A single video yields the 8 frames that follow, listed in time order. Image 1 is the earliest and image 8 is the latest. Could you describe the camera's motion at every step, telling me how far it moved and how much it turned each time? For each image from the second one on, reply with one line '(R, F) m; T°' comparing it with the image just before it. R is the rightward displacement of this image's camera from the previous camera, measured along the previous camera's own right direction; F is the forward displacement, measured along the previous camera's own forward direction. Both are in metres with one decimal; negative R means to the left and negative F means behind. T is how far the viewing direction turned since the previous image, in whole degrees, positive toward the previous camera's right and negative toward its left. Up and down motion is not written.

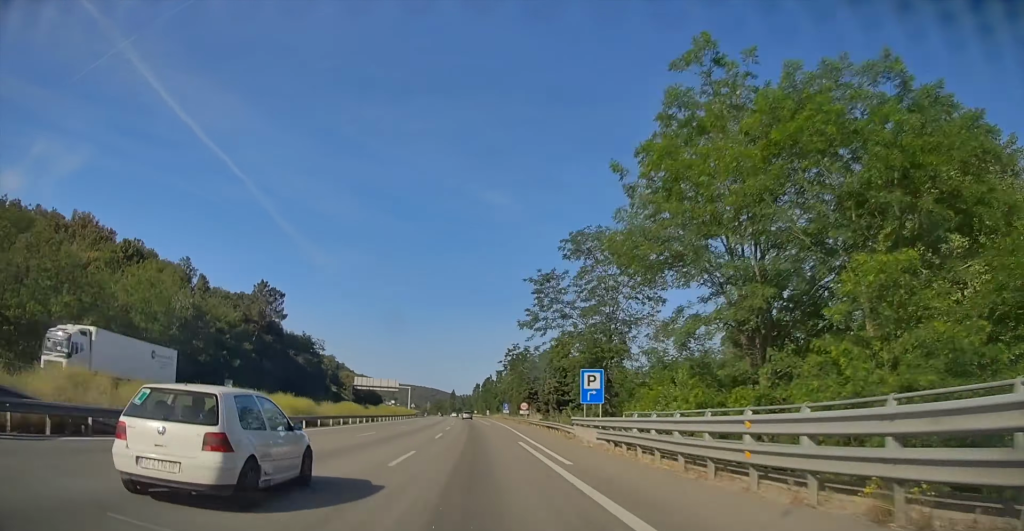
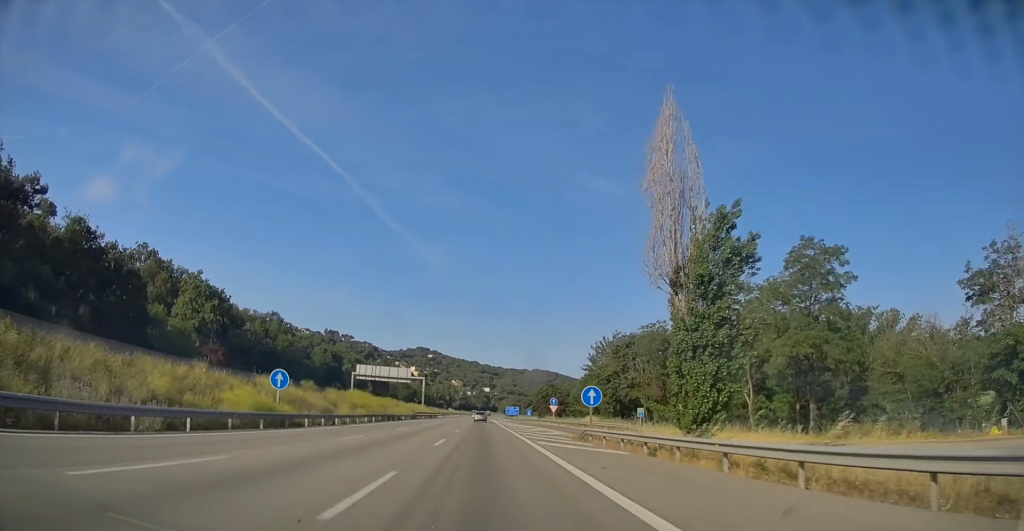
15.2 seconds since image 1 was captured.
(-41.7, +520.6) m; -6°
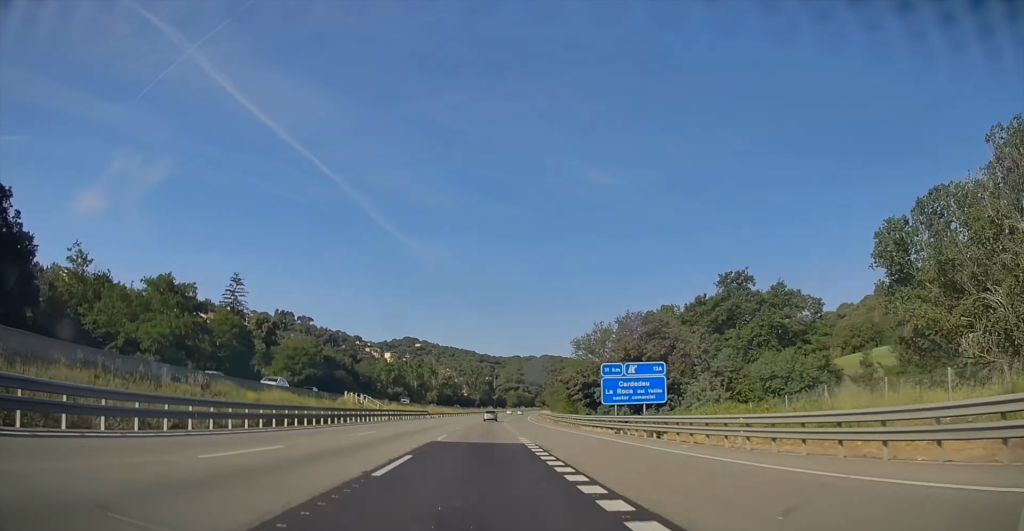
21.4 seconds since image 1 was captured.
(+1.4, +211.4) m; +4°
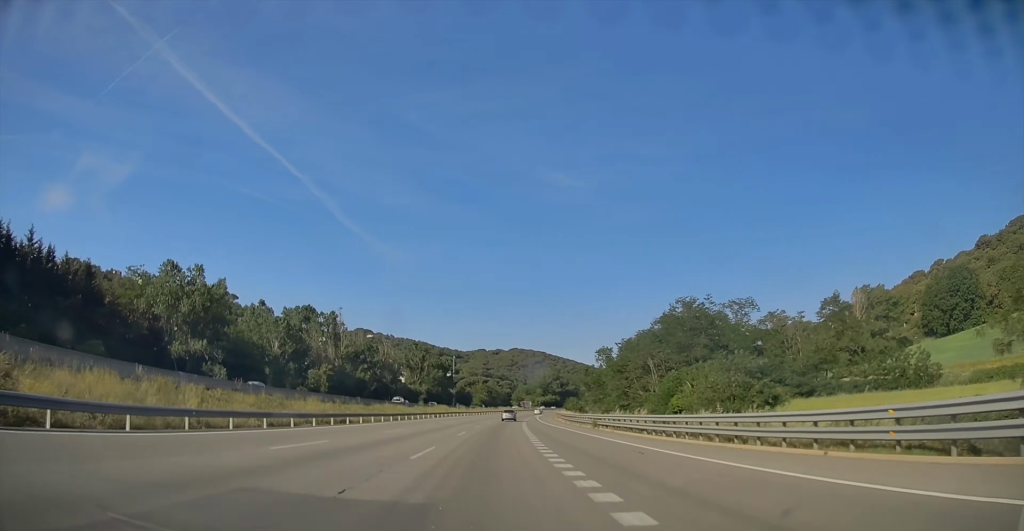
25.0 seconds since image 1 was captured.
(-4.2, +124.0) m; +4°
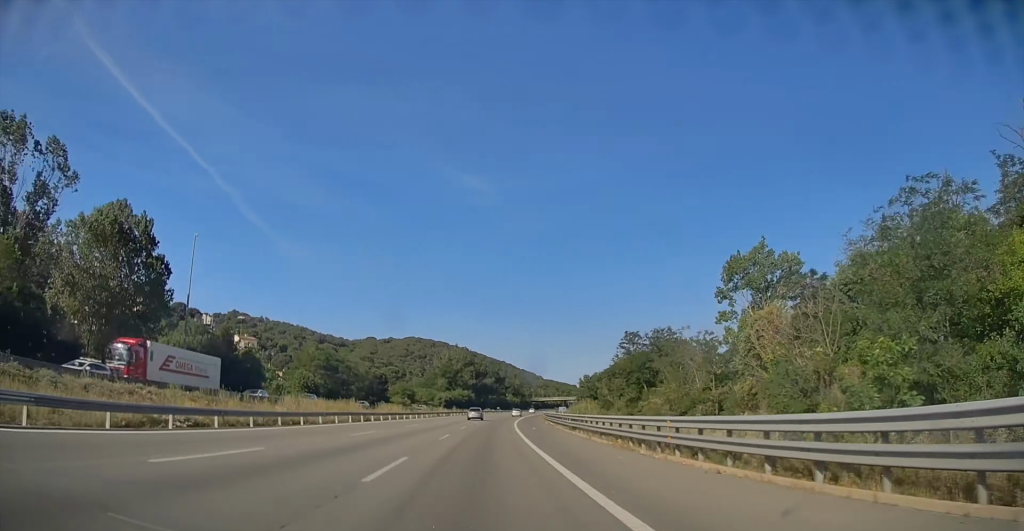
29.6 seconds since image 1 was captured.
(+14.3, +154.1) m; +7°
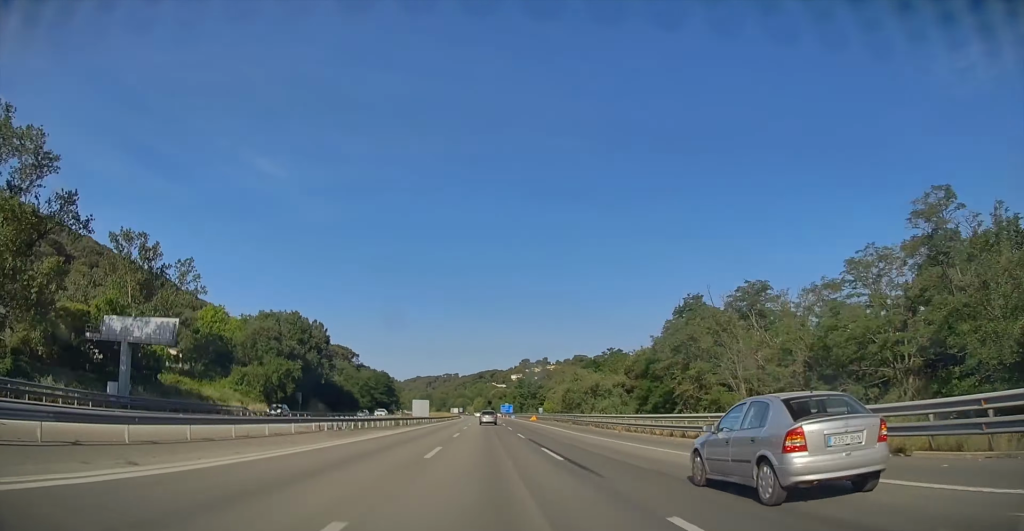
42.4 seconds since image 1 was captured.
(+65.3, +432.0) m; +12°
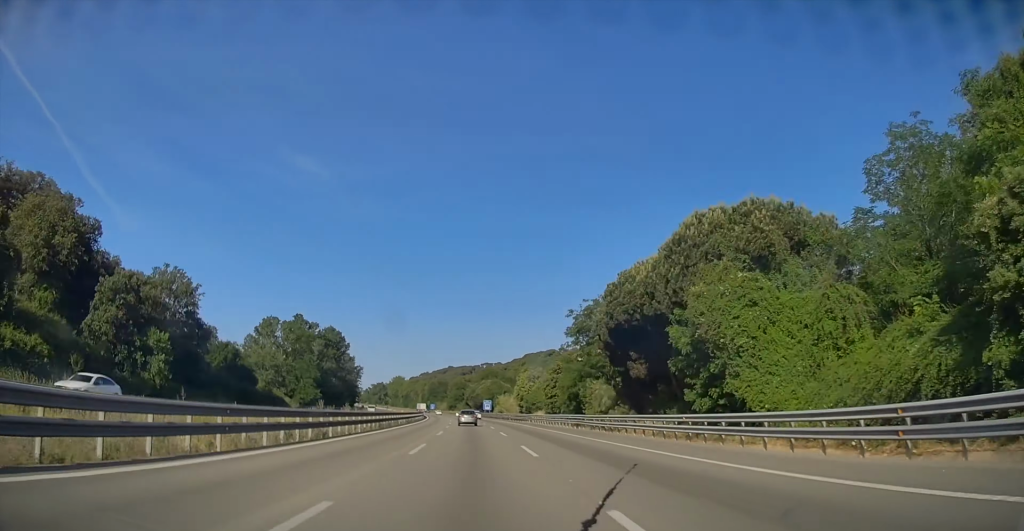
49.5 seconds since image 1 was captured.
(-0.8, +242.3) m; -5°
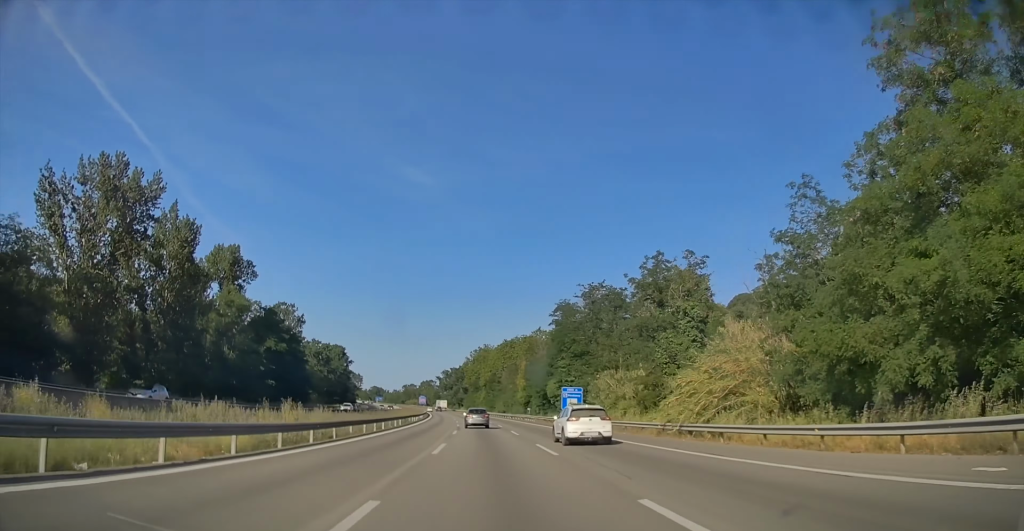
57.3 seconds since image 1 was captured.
(-23.5, +267.2) m; -10°
